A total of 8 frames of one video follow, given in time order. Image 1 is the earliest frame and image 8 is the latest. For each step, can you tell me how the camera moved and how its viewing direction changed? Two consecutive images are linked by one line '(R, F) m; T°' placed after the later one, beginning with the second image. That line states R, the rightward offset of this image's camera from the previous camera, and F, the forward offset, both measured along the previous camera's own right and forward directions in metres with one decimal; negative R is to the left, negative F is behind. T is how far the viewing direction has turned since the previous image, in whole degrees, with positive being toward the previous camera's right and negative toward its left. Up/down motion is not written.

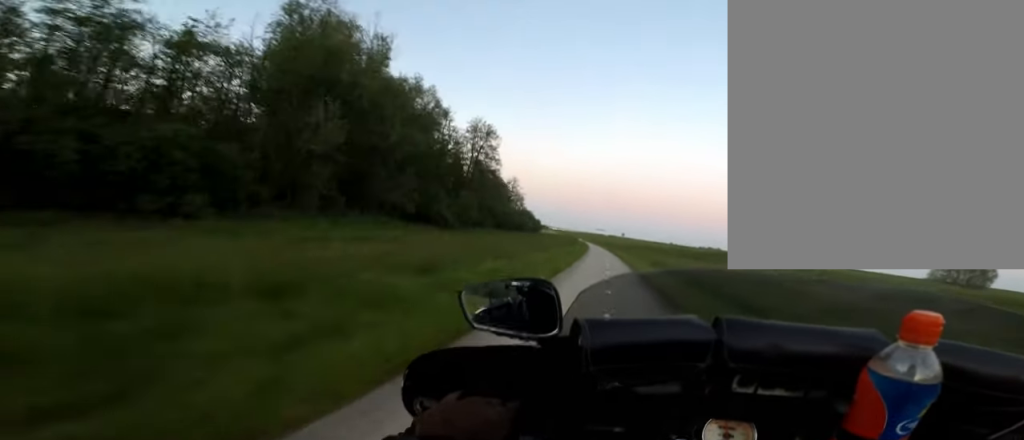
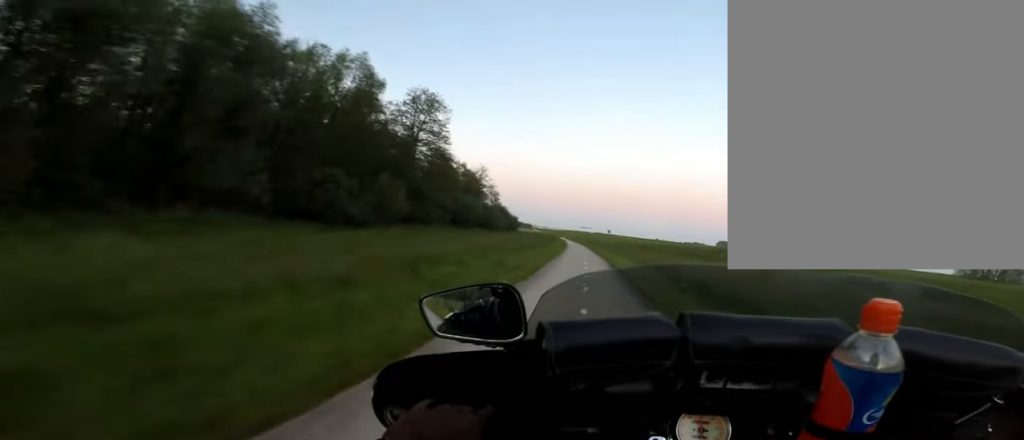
(+0.1, +12.4) m; 0°
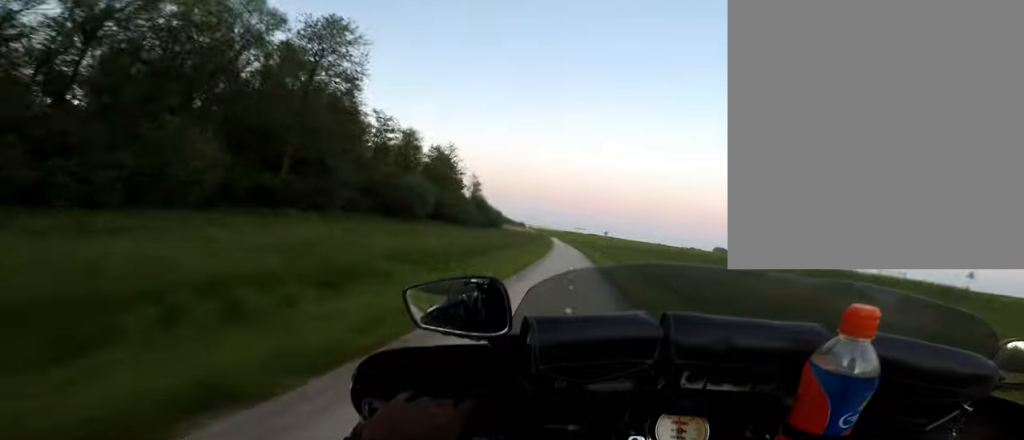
(-0.2, +15.3) m; -1°
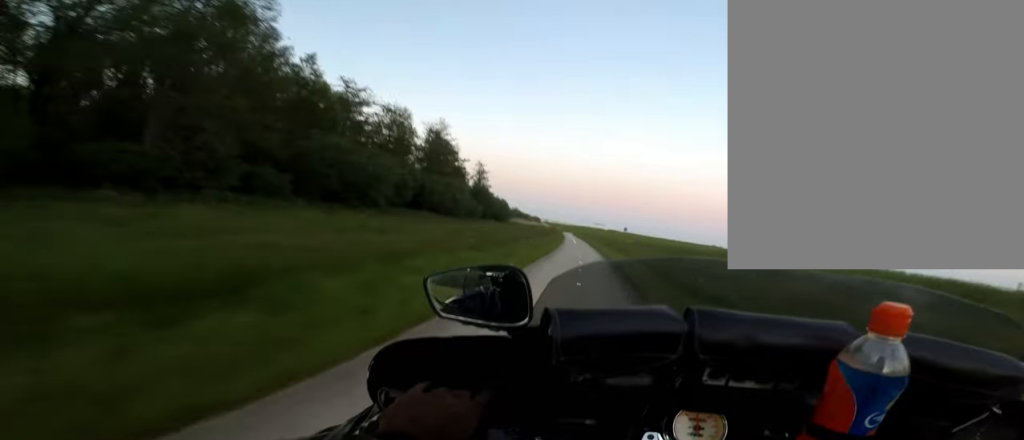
(+0.3, +9.4) m; -3°
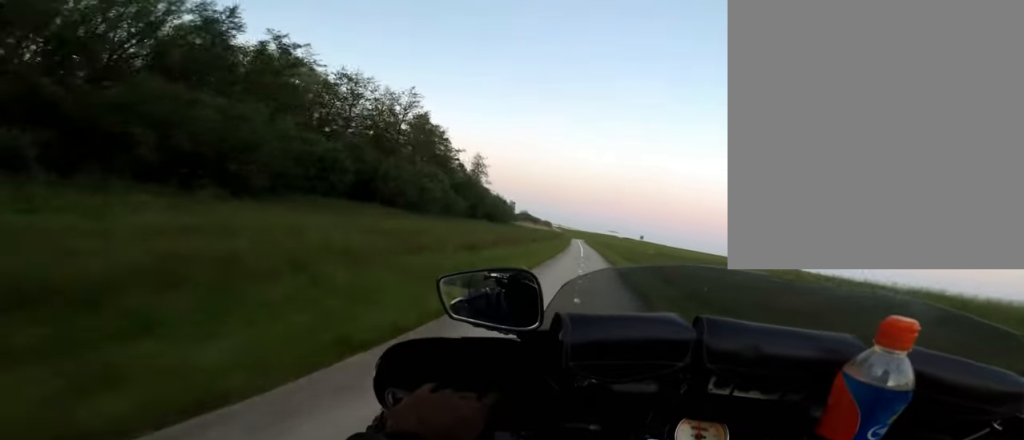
(-0.7, +10.6) m; -1°
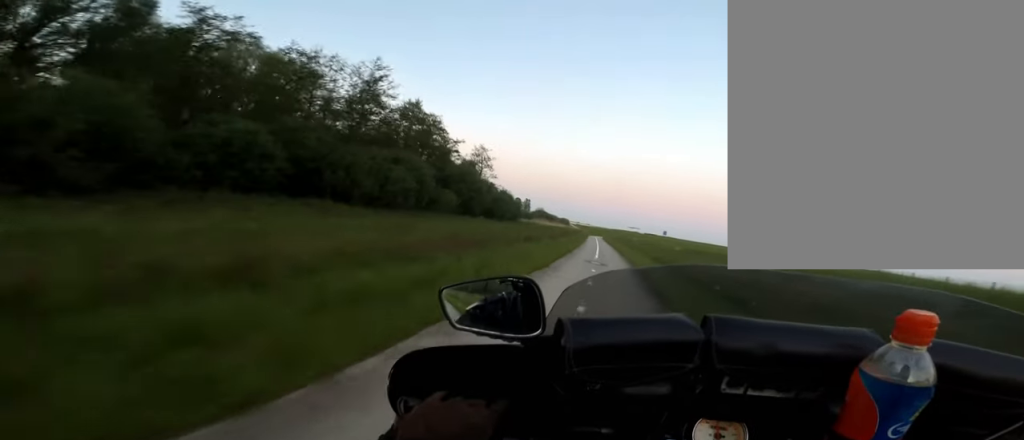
(-0.3, +7.1) m; 0°
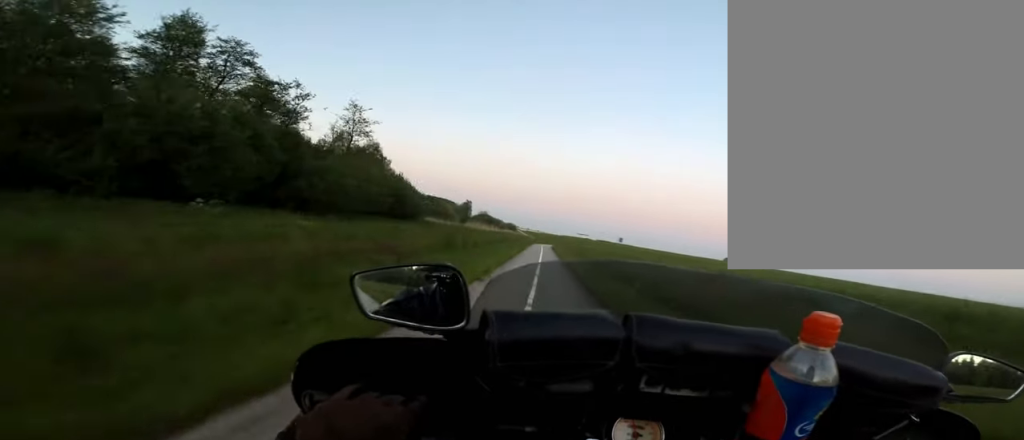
(-0.3, +25.8) m; 0°
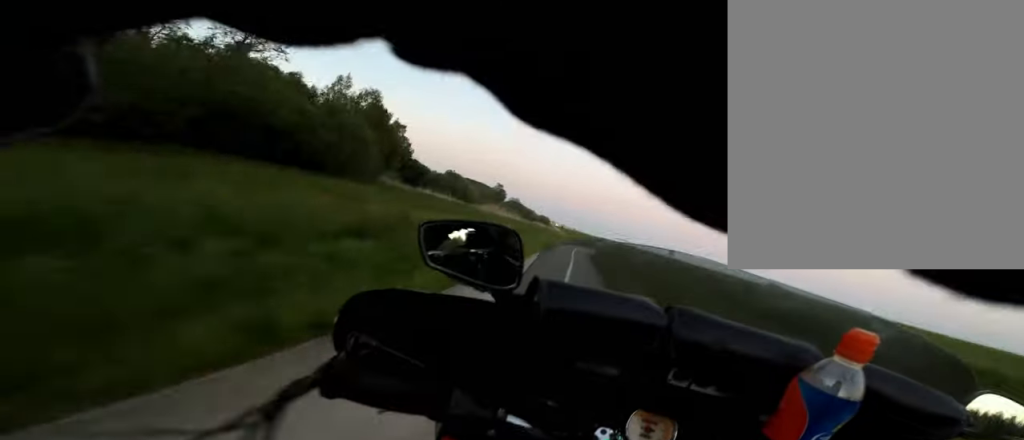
(+0.3, +19.5) m; +1°
